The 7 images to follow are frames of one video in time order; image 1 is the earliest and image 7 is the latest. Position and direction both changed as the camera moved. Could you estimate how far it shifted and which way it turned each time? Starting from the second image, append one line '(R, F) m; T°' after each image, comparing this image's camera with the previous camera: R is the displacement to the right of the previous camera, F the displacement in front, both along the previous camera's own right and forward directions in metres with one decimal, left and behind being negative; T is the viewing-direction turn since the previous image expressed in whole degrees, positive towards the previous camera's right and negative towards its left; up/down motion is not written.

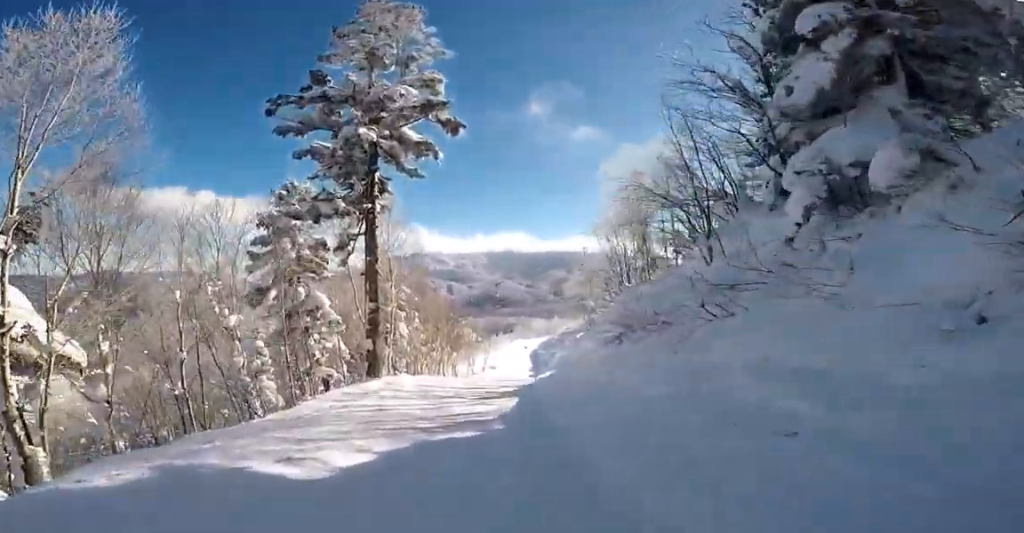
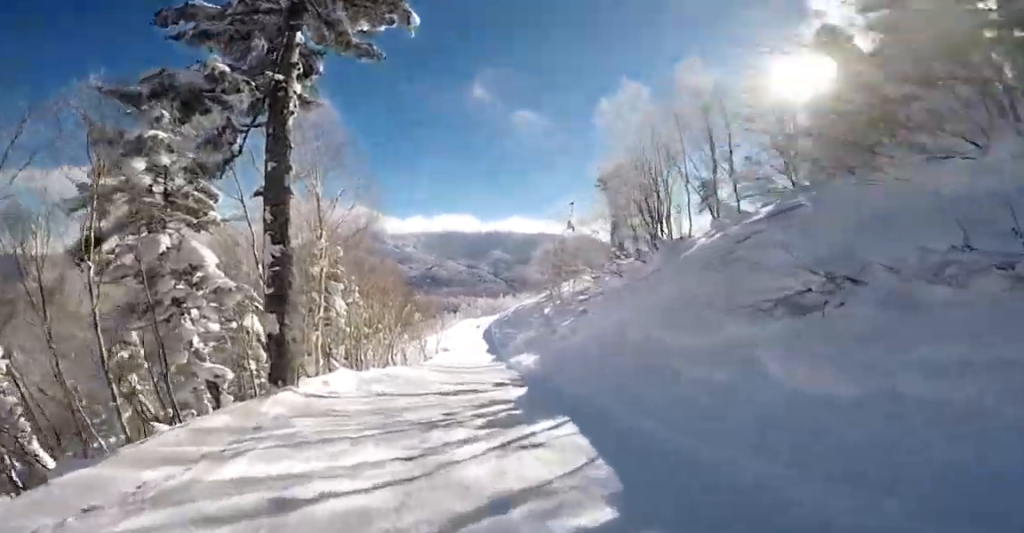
(+0.3, +5.9) m; +8°
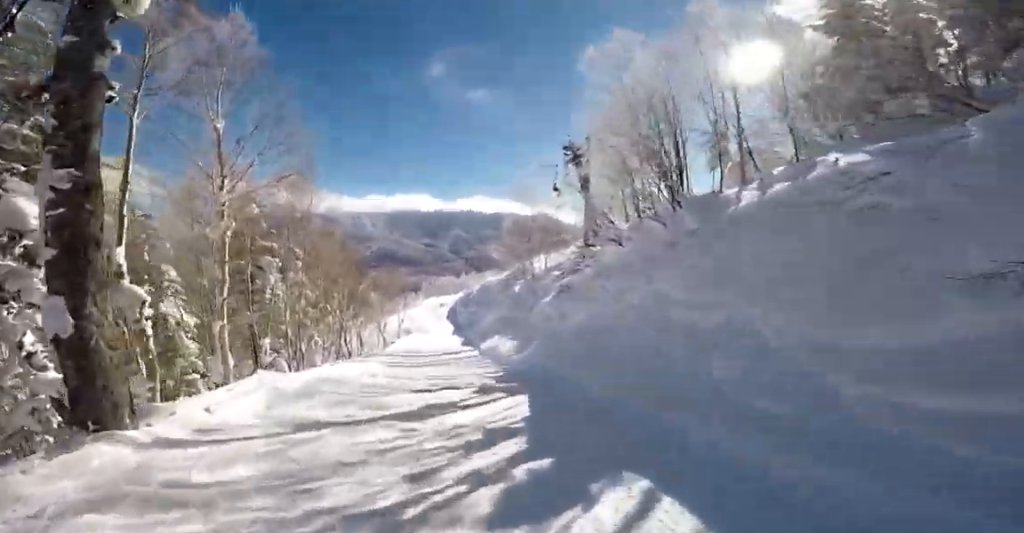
(+0.2, +3.6) m; +6°
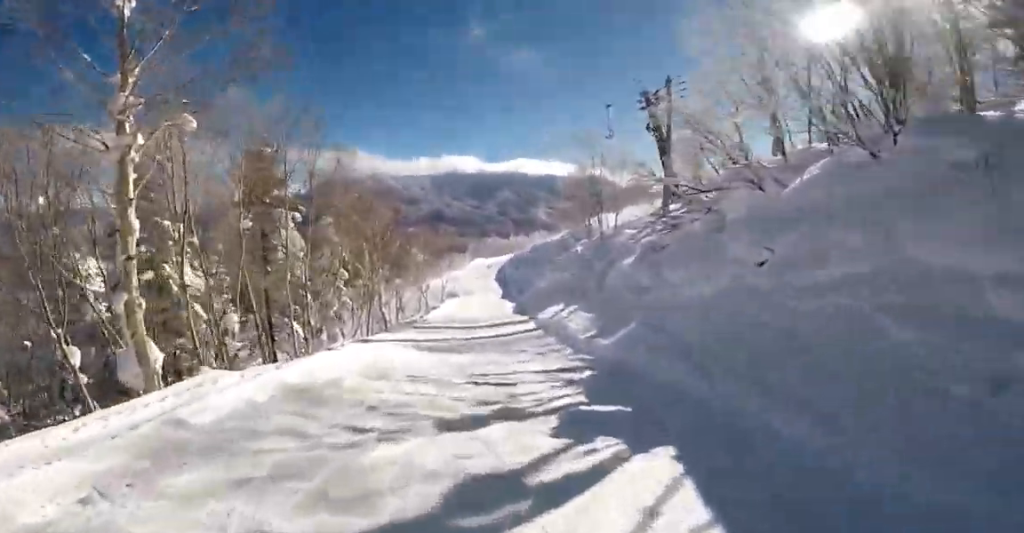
(+0.3, +4.2) m; 0°
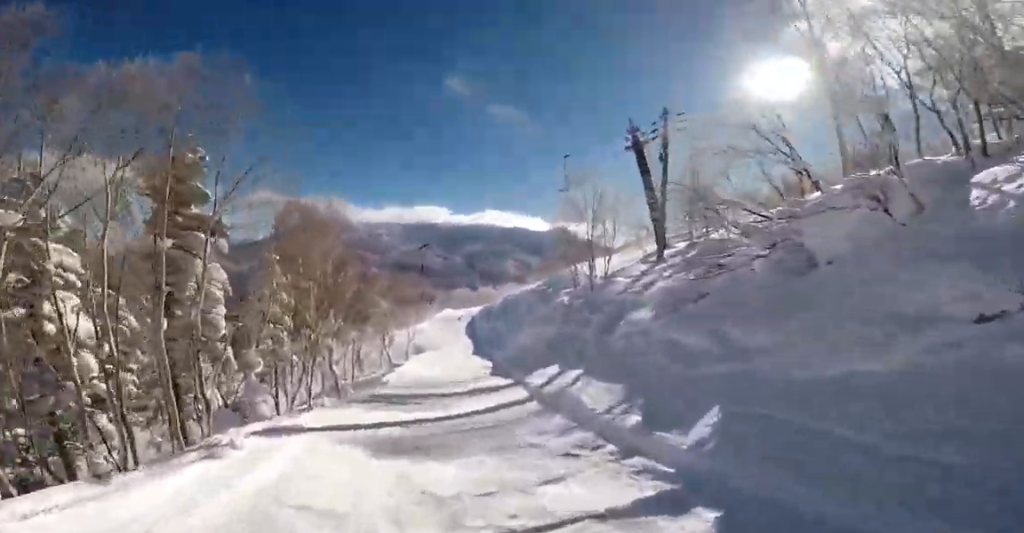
(0.0, +4.2) m; 0°
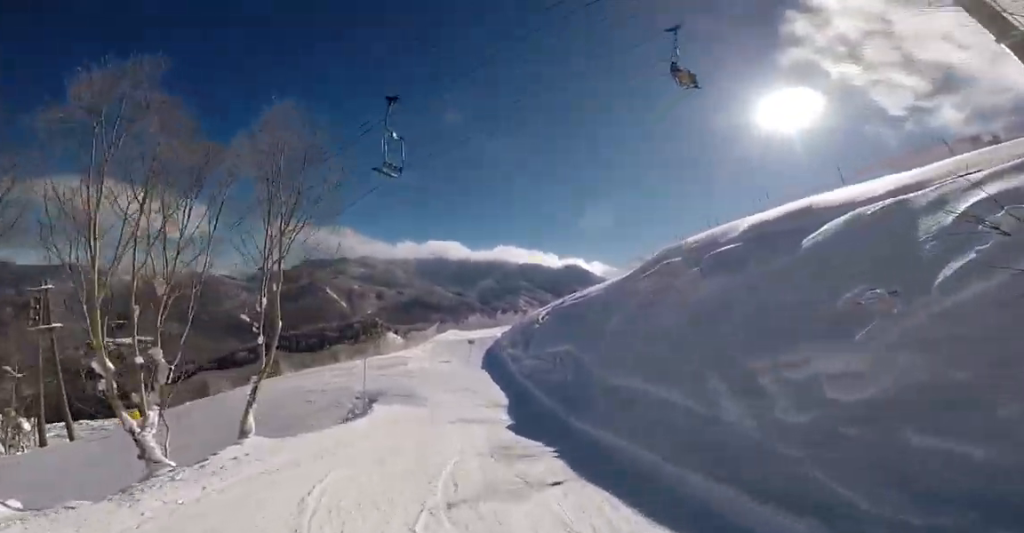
(+0.1, +23.7) m; +1°
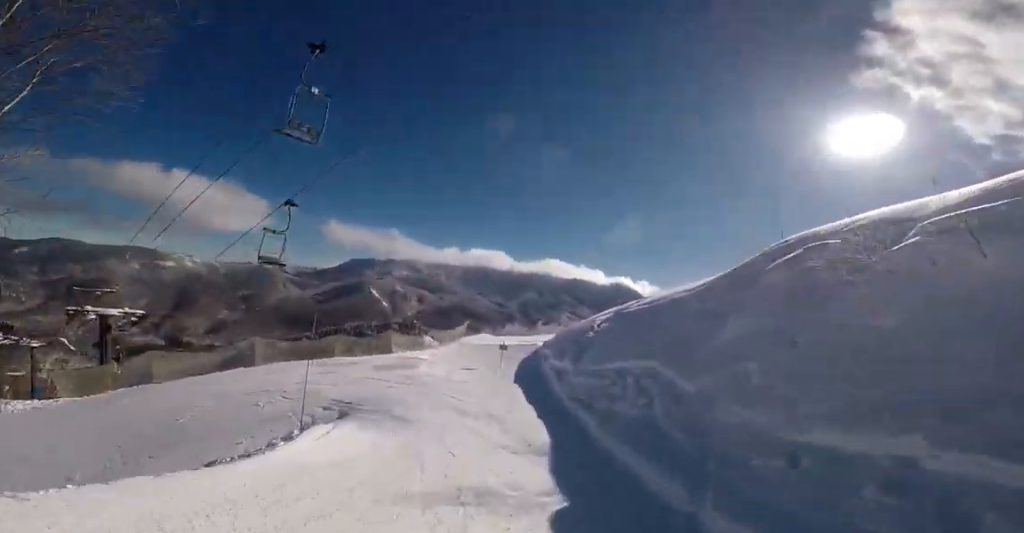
(-0.2, +4.6) m; -5°
